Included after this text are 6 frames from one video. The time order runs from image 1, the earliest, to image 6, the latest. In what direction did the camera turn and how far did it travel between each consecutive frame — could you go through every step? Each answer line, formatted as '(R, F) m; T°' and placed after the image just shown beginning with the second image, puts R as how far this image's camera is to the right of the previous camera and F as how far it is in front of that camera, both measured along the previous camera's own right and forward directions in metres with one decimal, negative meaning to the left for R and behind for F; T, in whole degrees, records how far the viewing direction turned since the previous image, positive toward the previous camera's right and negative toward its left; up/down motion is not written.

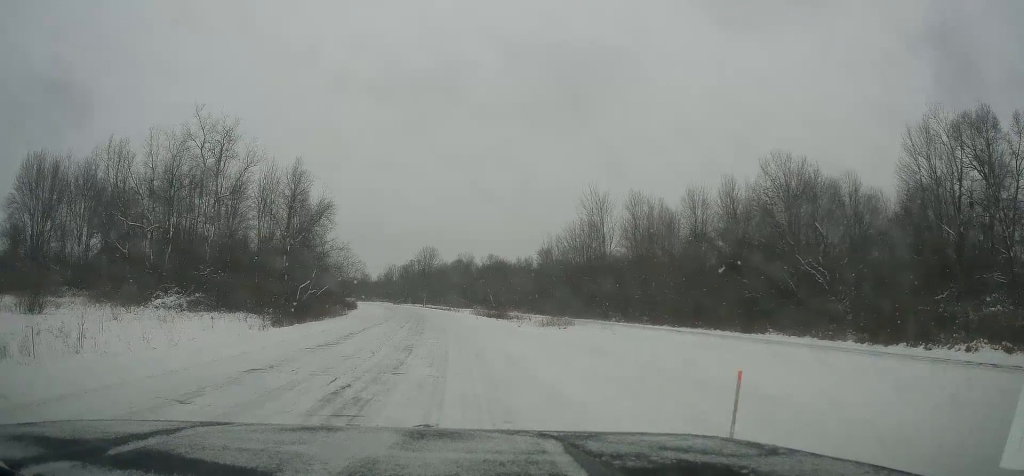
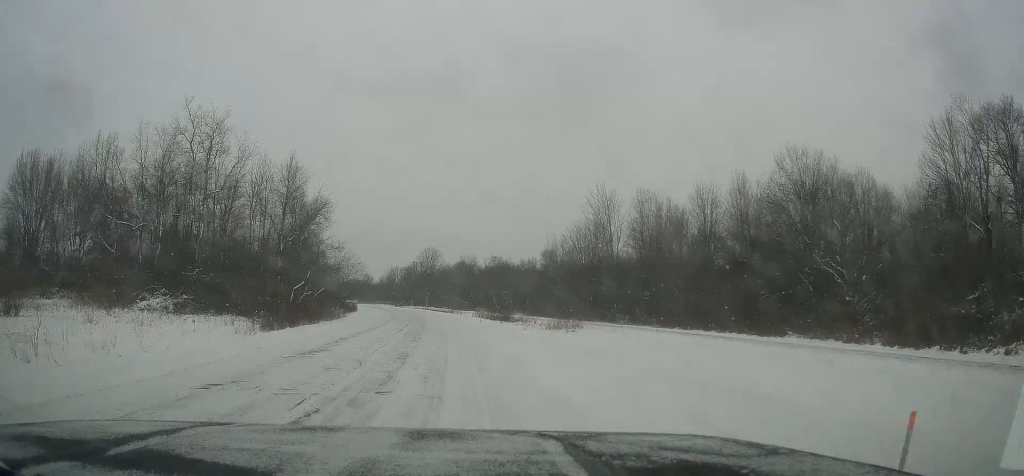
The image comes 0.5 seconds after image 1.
(+0.1, +2.6) m; 0°
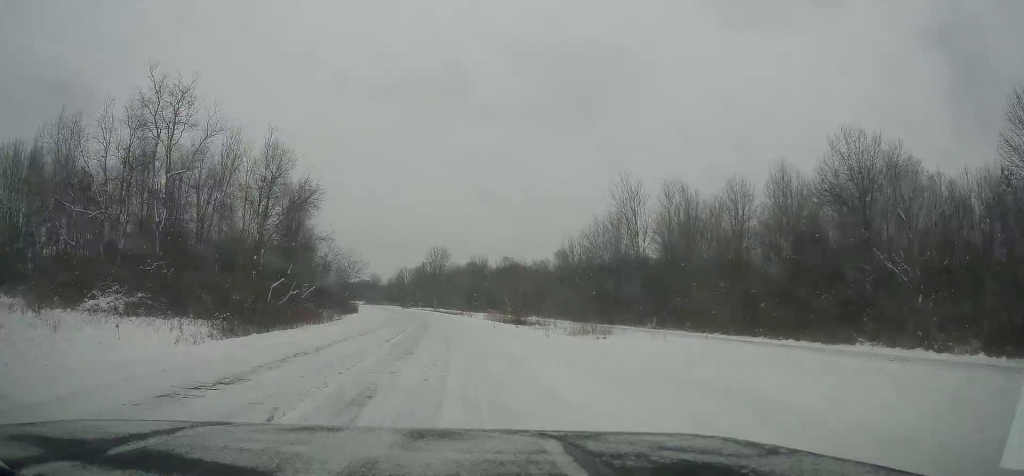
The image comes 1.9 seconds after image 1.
(-0.2, +7.8) m; +4°
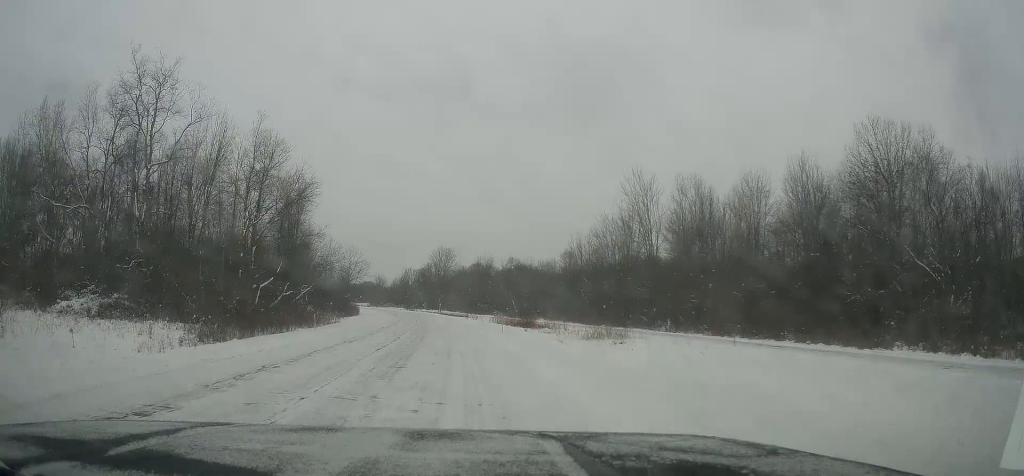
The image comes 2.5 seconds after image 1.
(+0.1, +3.4) m; +2°
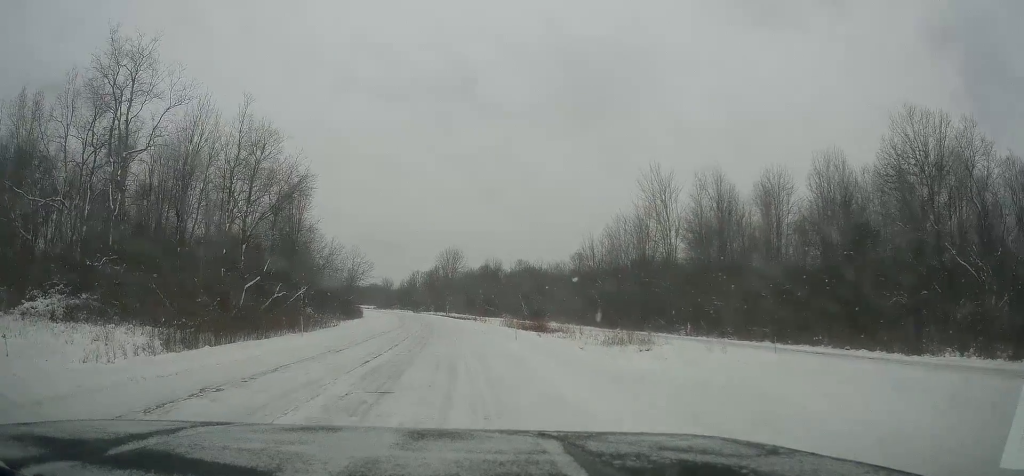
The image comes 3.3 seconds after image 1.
(+0.5, +4.1) m; -6°
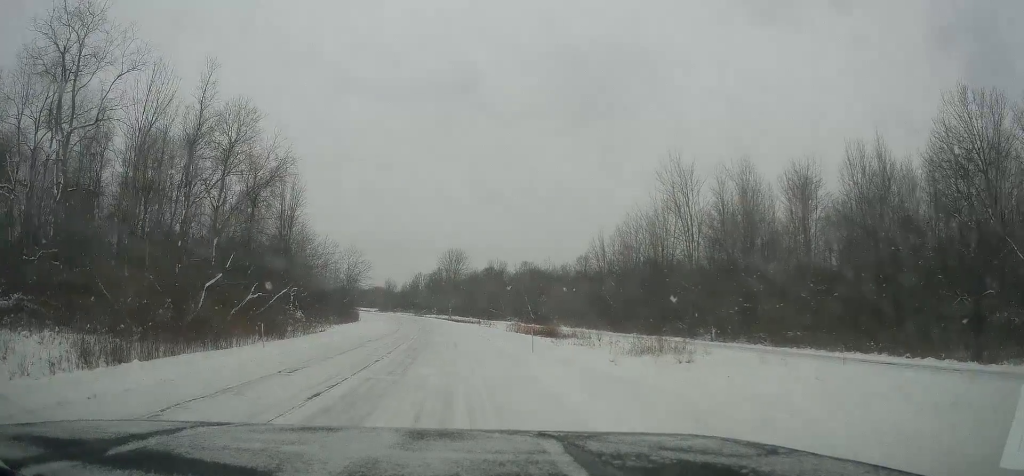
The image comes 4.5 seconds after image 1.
(-1.1, +6.0) m; -2°
